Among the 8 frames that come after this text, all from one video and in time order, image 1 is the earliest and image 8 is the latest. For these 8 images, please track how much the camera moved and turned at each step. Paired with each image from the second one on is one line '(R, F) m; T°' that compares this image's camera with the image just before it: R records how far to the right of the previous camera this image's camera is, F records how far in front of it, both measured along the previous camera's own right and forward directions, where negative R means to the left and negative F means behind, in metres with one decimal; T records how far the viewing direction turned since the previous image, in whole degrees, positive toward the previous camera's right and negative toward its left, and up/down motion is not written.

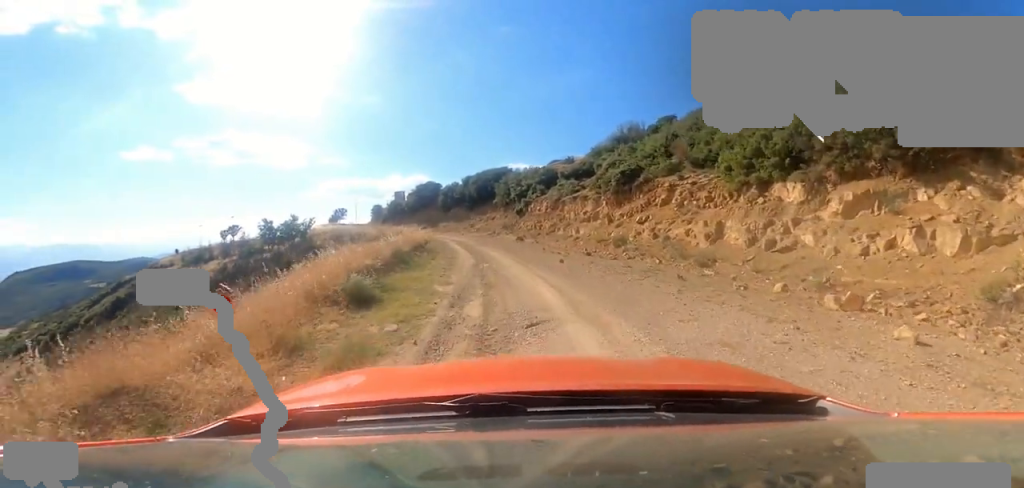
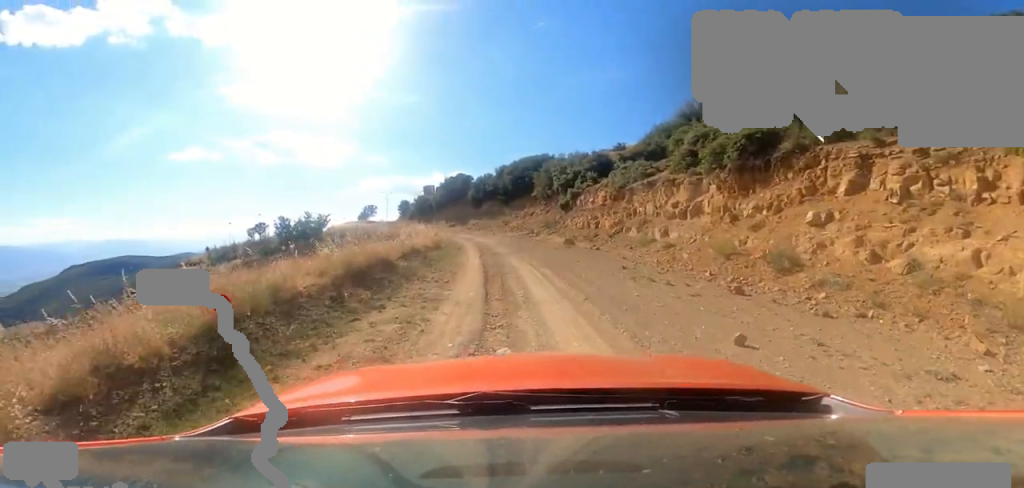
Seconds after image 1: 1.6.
(-0.5, +7.9) m; -3°
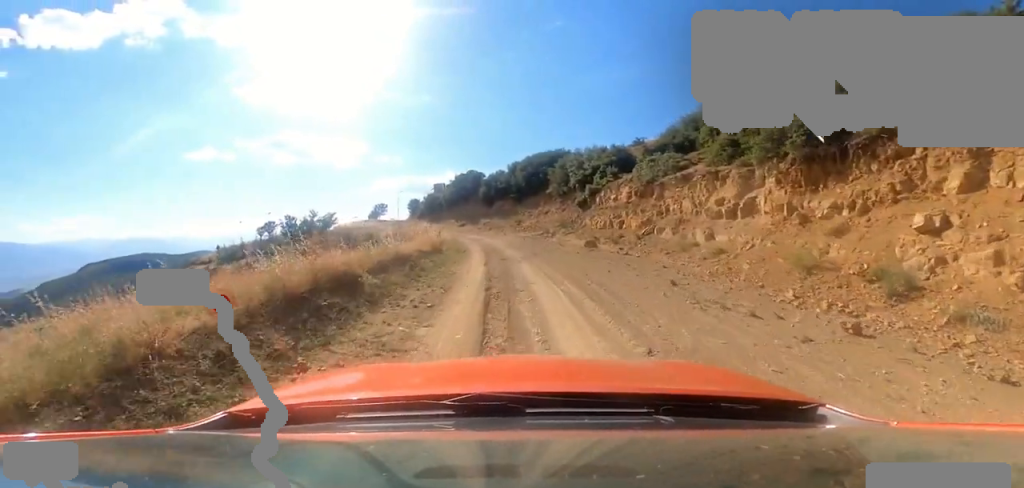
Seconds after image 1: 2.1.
(+0.1, +2.3) m; -1°
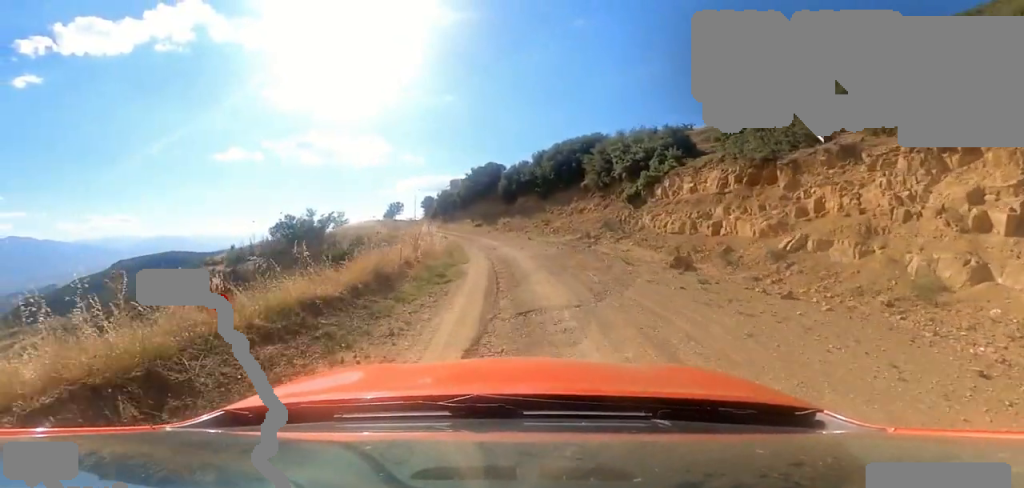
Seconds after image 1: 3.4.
(-0.8, +7.5) m; -9°
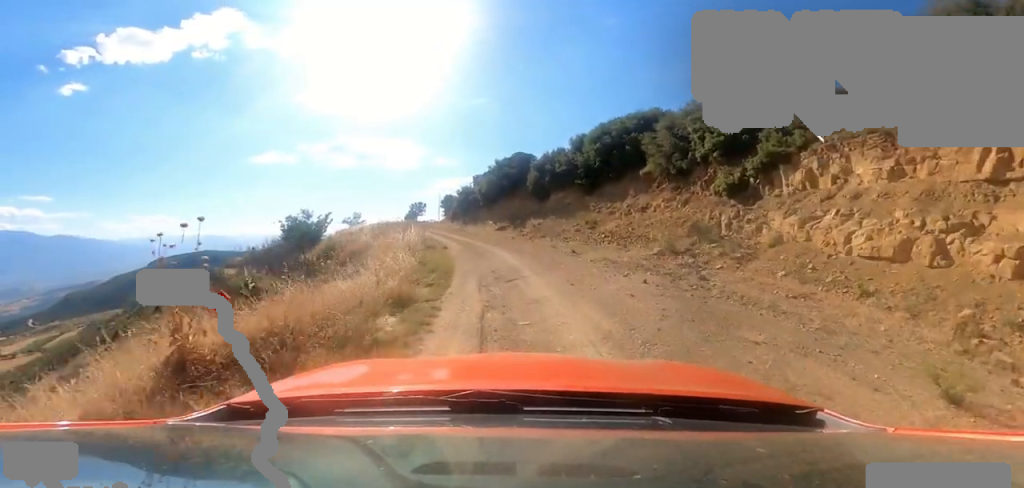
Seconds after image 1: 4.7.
(-0.5, +8.8) m; -6°
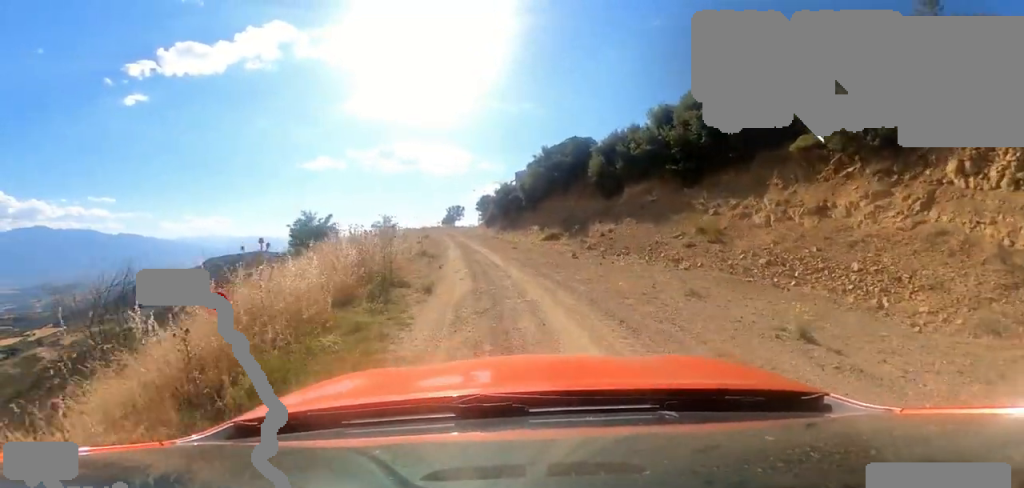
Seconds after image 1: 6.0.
(-0.1, +10.1) m; -2°
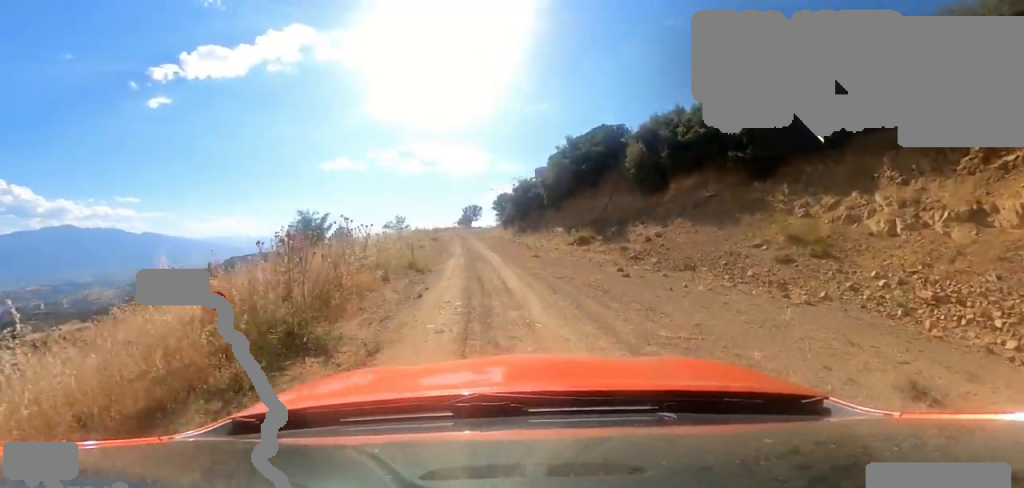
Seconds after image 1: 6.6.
(+0.1, +4.0) m; -6°
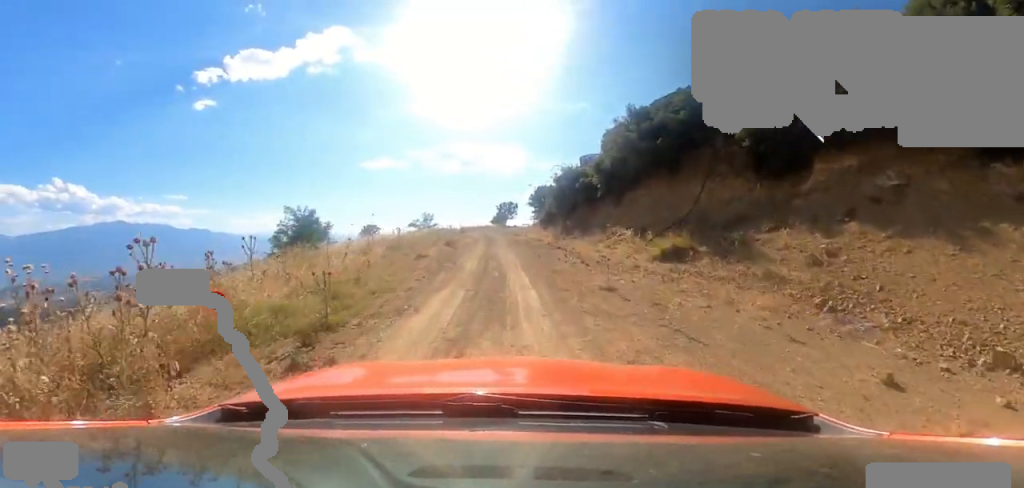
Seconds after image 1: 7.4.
(-0.7, +6.7) m; -9°
